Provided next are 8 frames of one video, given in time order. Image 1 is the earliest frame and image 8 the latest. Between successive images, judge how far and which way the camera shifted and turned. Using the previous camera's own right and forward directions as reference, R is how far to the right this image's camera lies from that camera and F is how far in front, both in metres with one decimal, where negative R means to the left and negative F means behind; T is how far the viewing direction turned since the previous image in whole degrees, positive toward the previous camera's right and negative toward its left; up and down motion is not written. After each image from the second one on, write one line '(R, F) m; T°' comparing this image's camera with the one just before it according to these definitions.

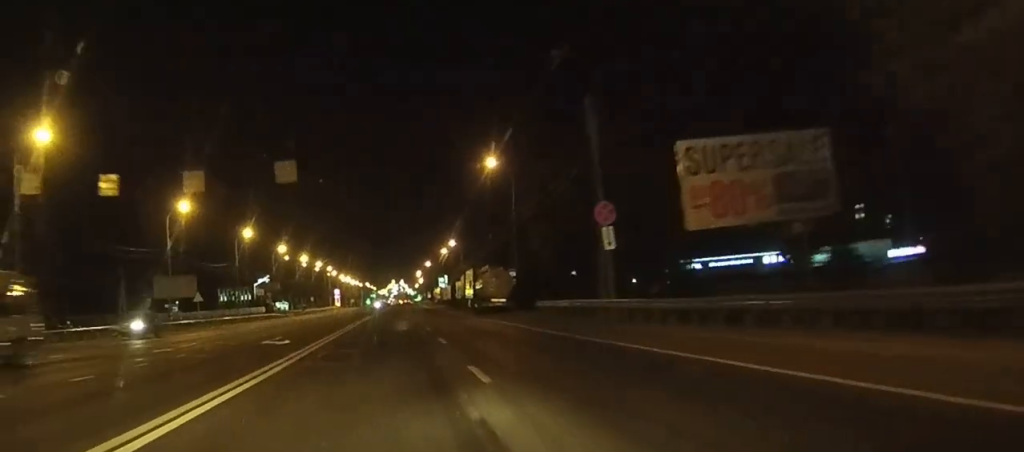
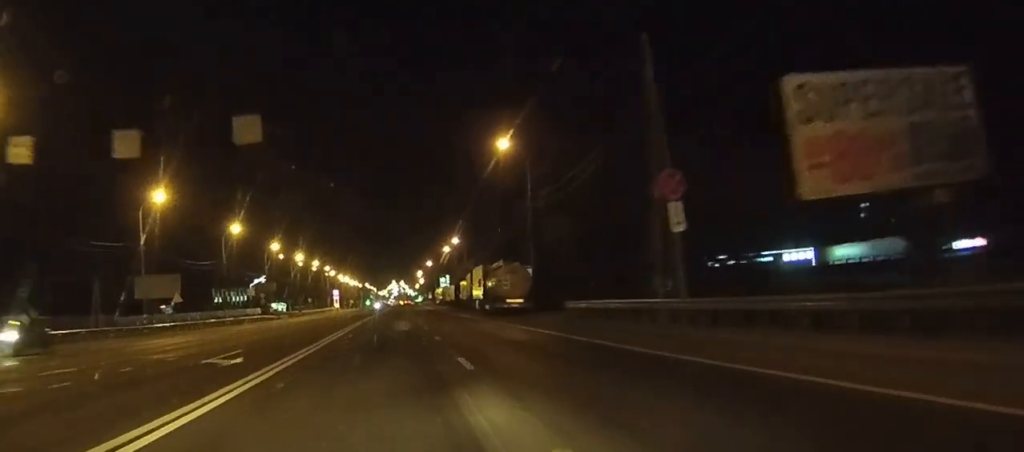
(0.0, +9.3) m; 0°
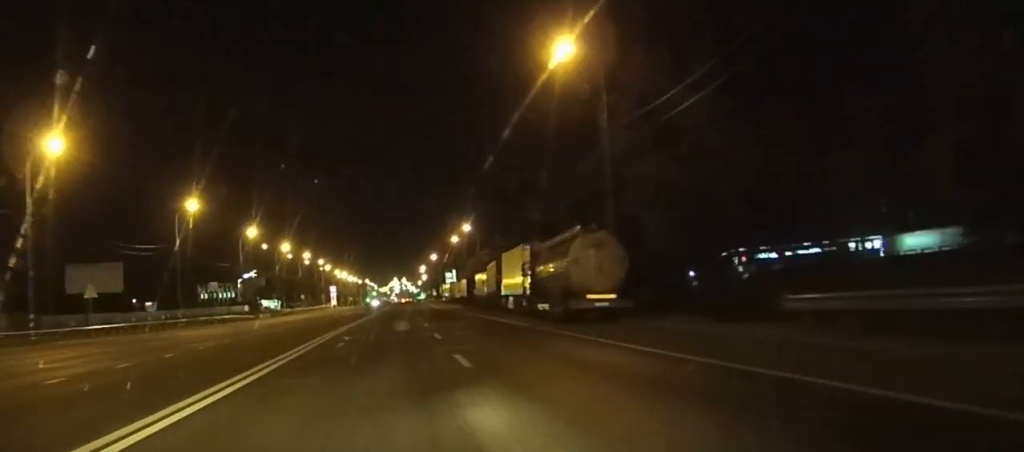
(+0.1, +24.7) m; 0°
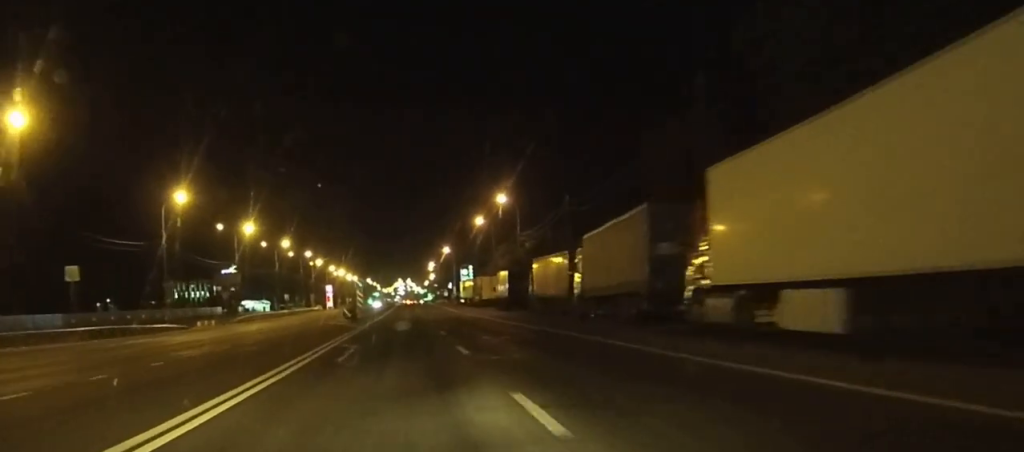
(-0.2, +42.6) m; 0°
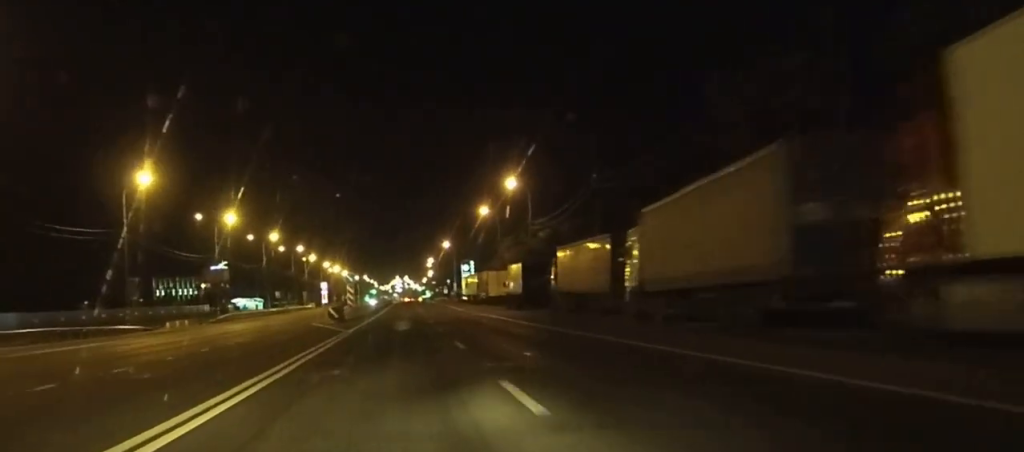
(0.0, +10.7) m; 0°
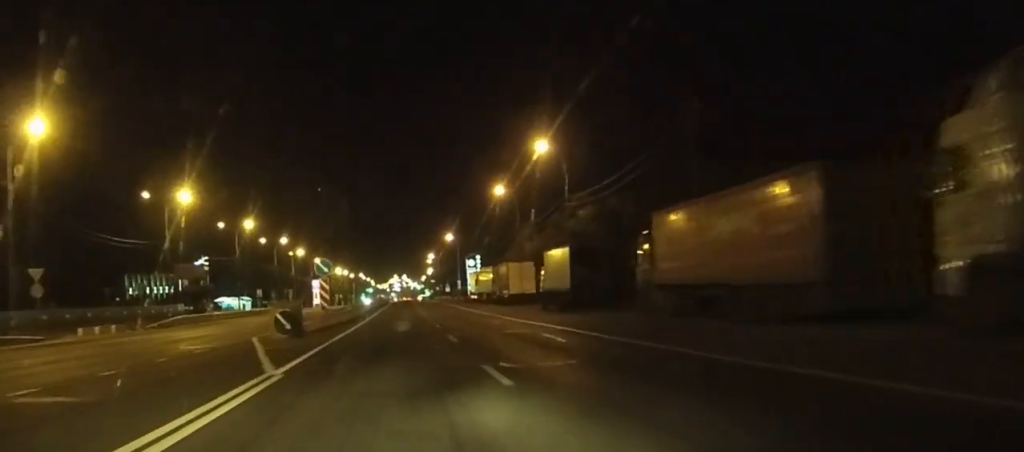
(0.0, +20.7) m; 0°
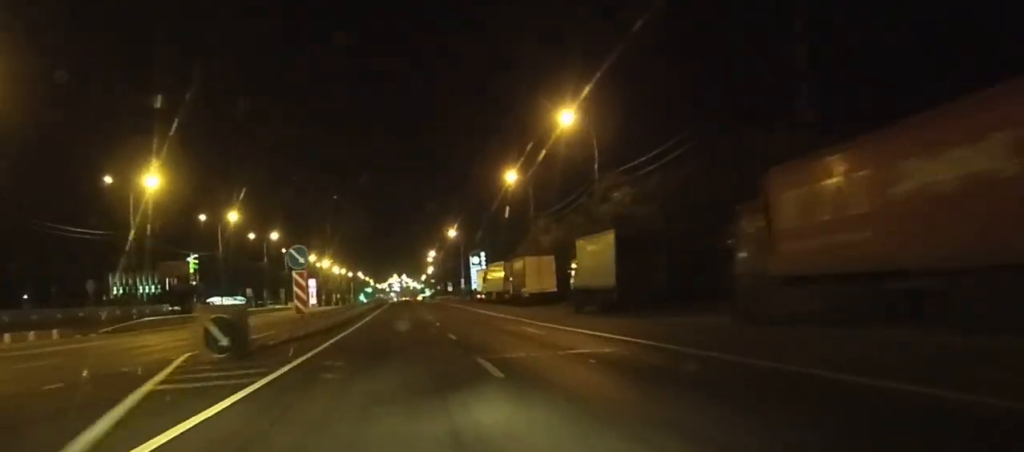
(0.0, +10.6) m; 0°
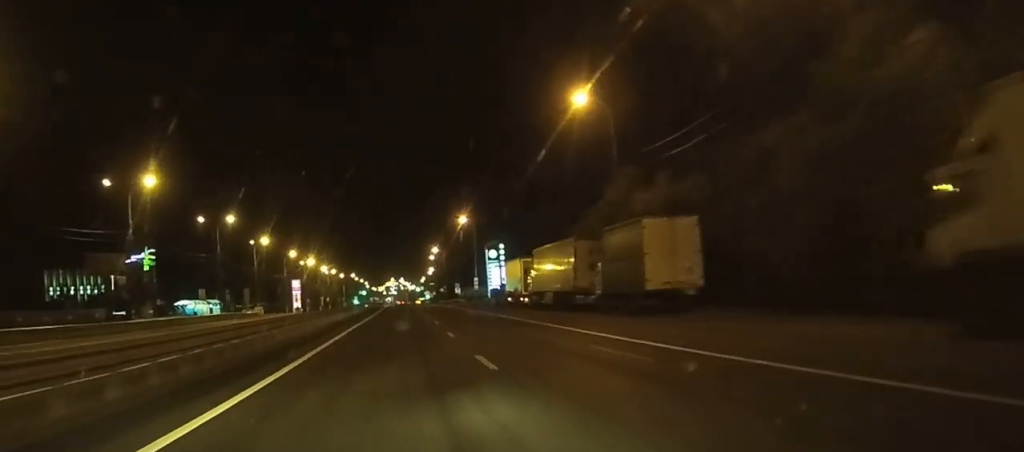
(+0.1, +34.4) m; 0°
